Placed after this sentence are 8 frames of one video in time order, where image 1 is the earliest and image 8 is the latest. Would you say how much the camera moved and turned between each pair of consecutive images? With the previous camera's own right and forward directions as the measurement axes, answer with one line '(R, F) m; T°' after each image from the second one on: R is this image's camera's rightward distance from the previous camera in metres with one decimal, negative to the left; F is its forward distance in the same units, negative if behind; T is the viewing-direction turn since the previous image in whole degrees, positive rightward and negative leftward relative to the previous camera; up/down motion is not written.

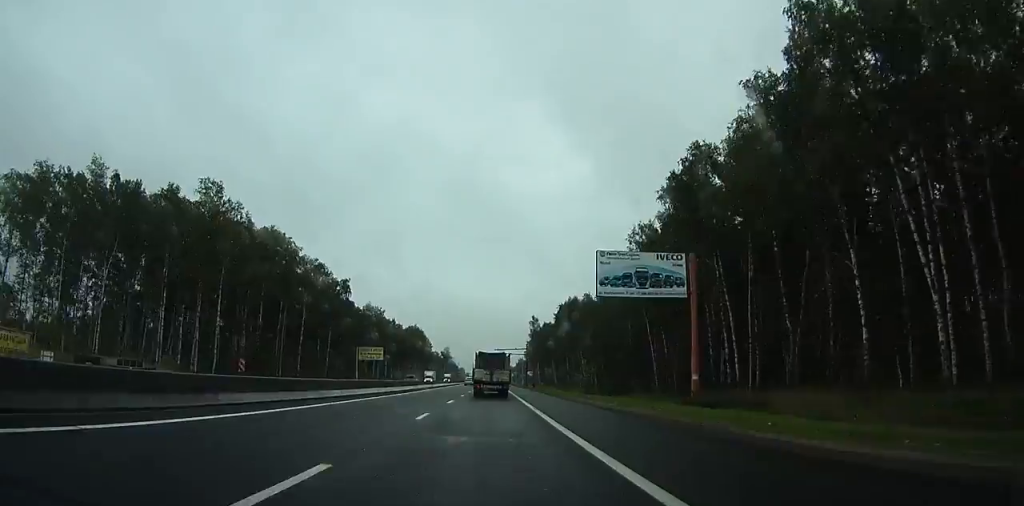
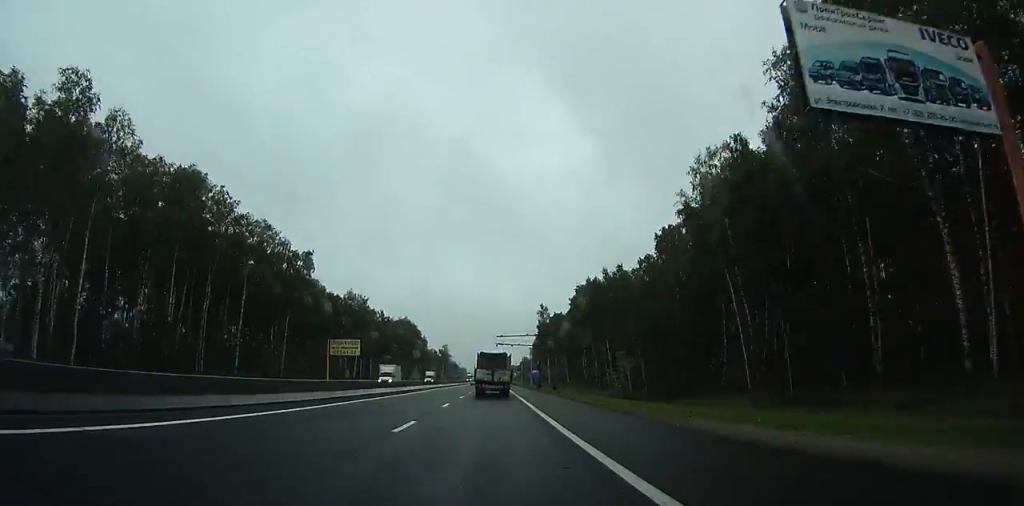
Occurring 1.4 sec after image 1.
(+0.1, +33.7) m; 0°
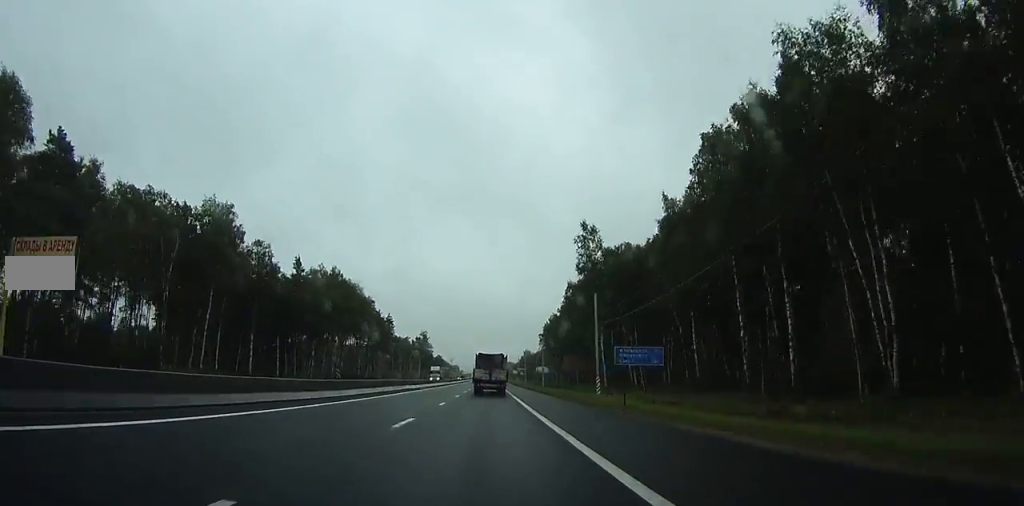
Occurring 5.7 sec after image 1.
(-1.3, +93.8) m; -1°
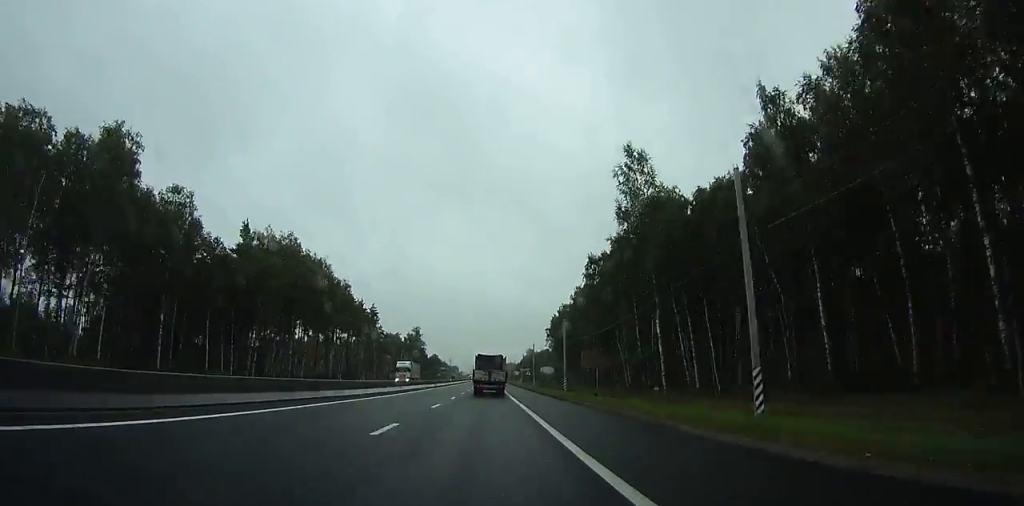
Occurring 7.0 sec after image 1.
(0.0, +26.8) m; 0°
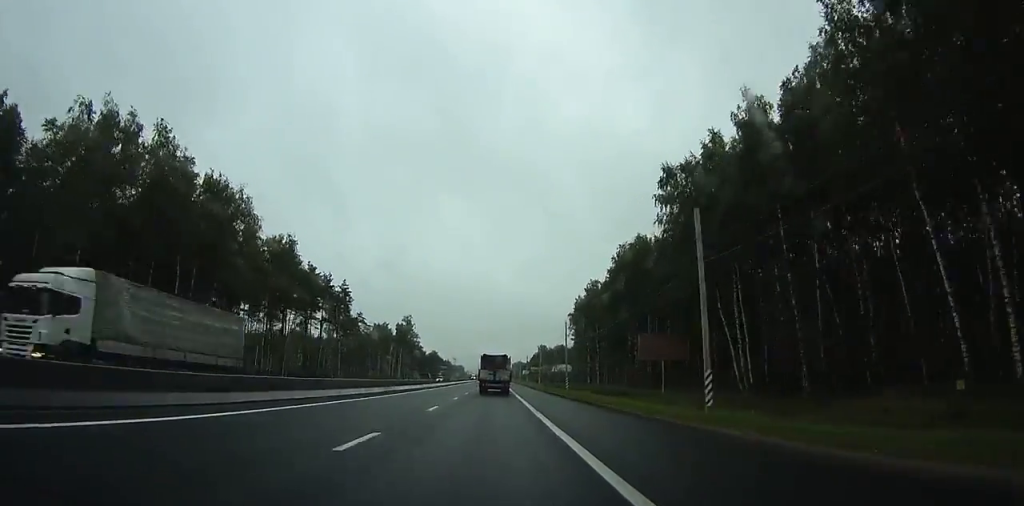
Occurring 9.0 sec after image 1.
(-0.1, +39.1) m; 0°
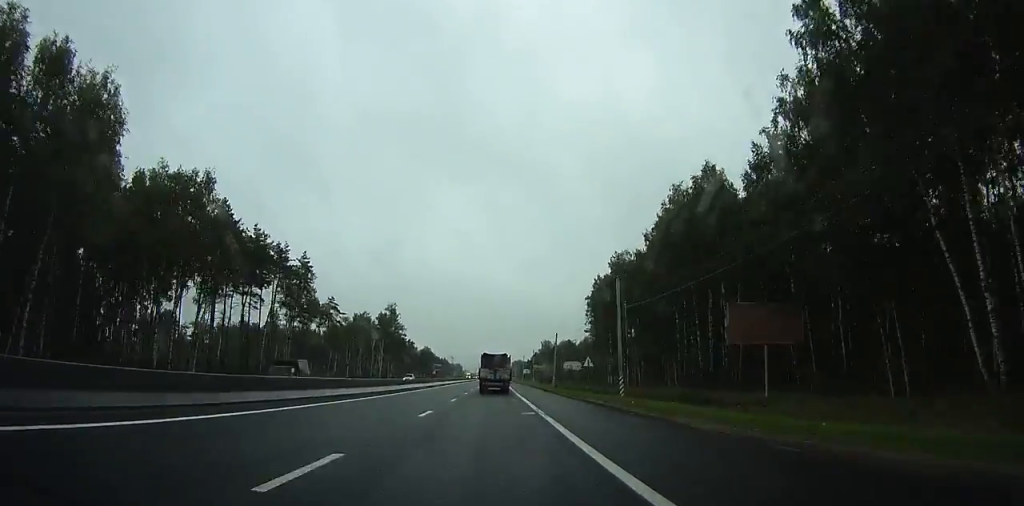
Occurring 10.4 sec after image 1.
(-0.2, +27.1) m; 0°
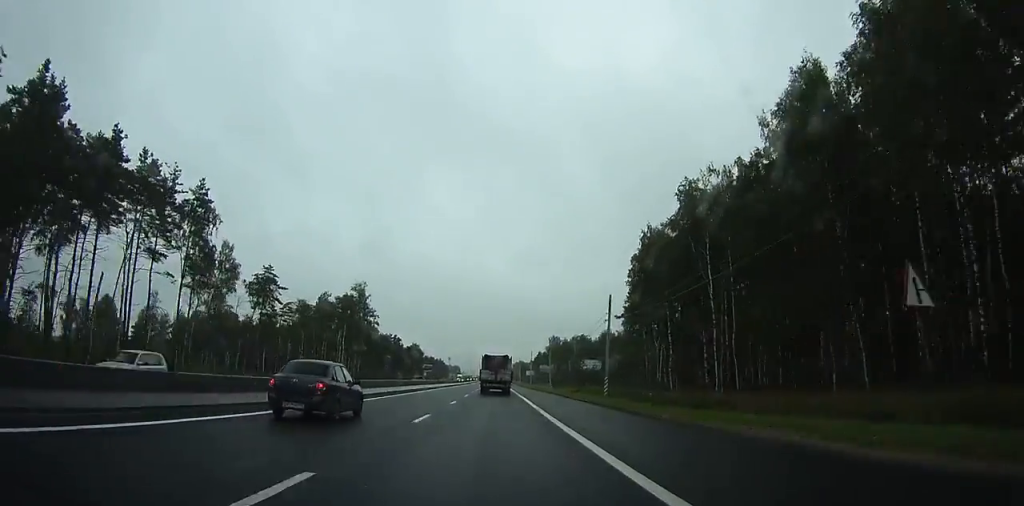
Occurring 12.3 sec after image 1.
(+0.1, +37.5) m; 0°
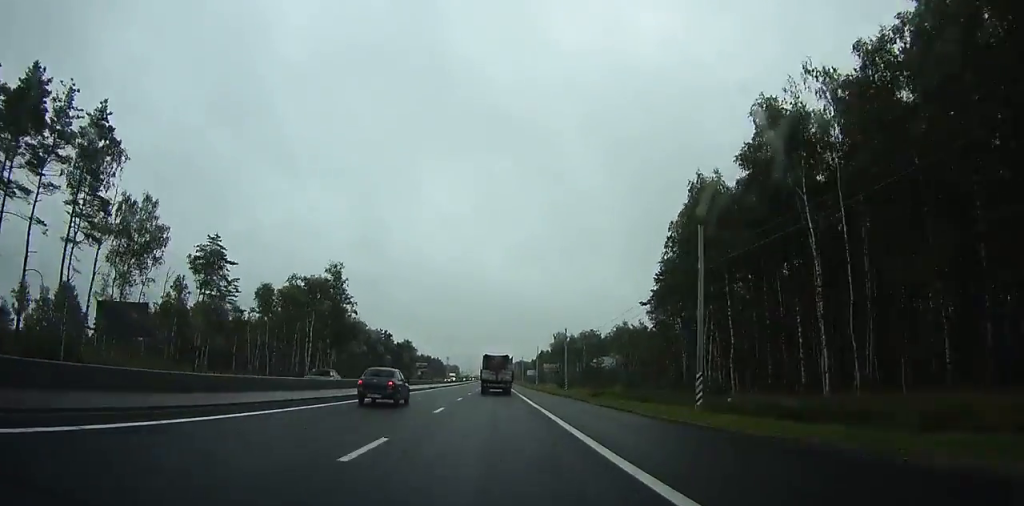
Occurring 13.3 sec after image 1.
(0.0, +19.5) m; 0°
